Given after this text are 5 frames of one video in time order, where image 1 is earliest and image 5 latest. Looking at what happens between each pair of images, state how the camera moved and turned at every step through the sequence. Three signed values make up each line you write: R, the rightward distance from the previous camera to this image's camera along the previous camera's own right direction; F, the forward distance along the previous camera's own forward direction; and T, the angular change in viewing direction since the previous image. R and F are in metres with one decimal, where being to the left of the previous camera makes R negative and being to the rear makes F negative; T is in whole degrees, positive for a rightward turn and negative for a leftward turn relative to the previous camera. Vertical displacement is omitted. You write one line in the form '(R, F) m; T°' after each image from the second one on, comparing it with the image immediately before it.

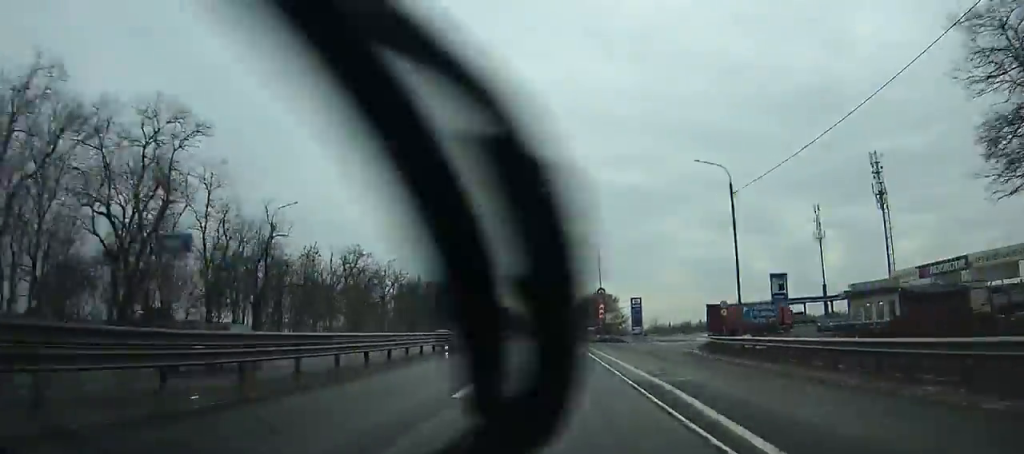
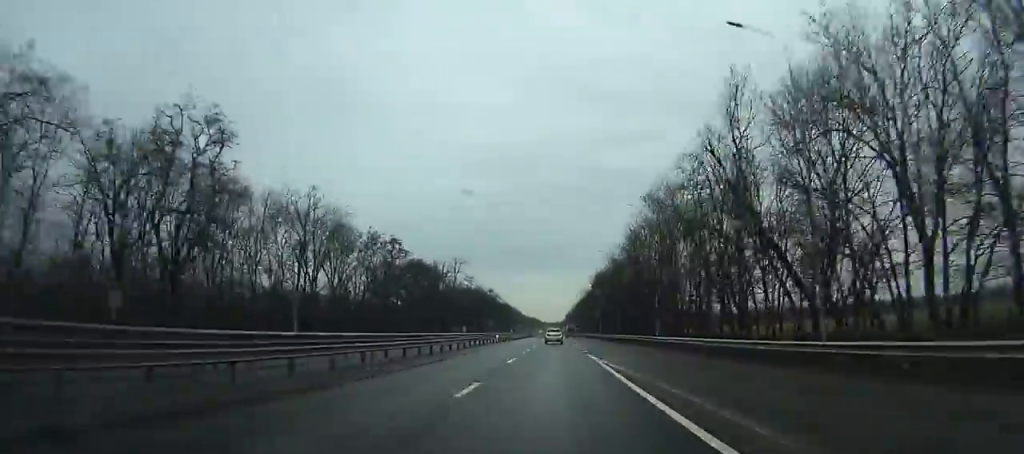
(+0.7, +189.2) m; 0°
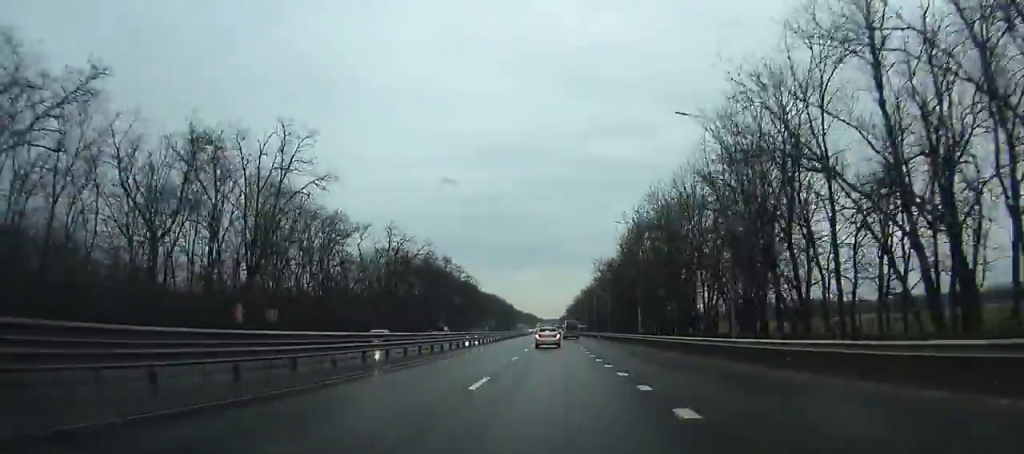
(+0.4, +74.1) m; 0°
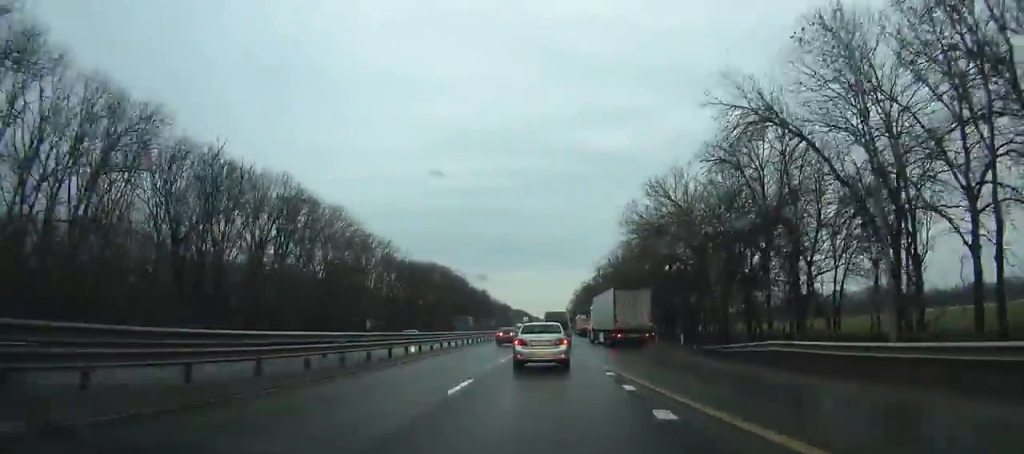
(0.0, +131.0) m; 0°
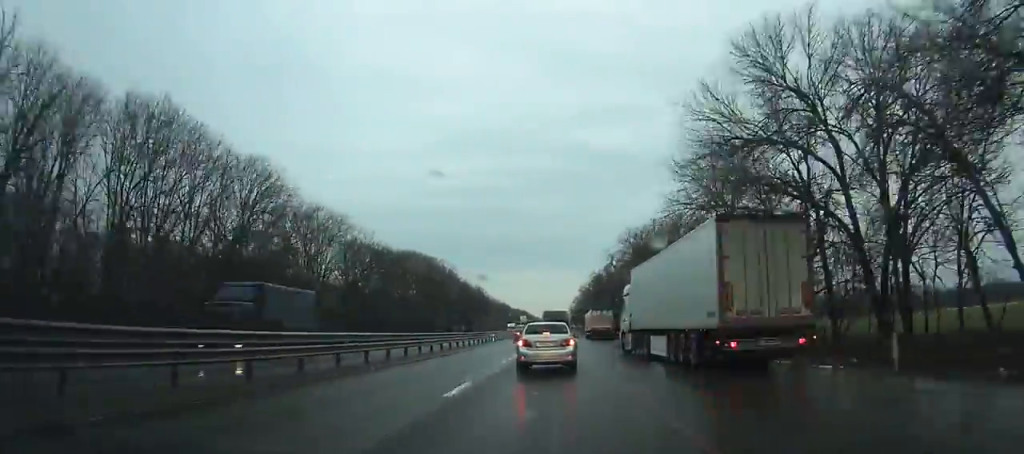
(0.0, +23.5) m; 0°
